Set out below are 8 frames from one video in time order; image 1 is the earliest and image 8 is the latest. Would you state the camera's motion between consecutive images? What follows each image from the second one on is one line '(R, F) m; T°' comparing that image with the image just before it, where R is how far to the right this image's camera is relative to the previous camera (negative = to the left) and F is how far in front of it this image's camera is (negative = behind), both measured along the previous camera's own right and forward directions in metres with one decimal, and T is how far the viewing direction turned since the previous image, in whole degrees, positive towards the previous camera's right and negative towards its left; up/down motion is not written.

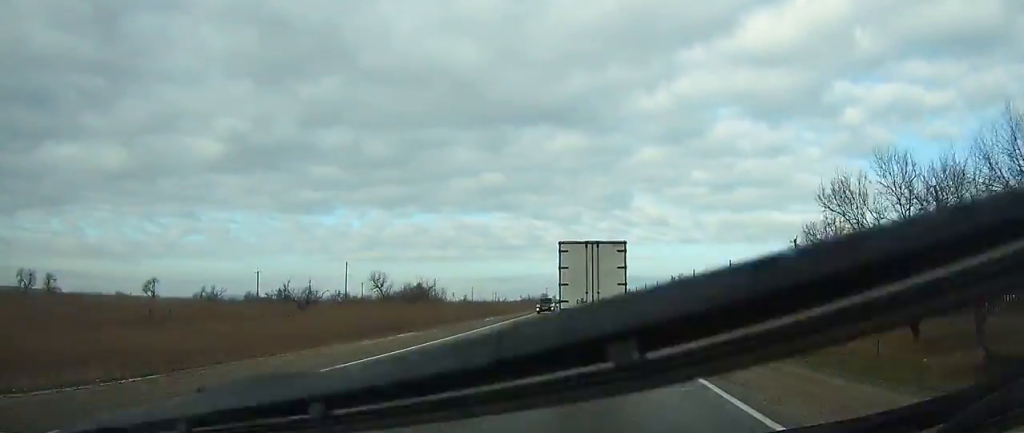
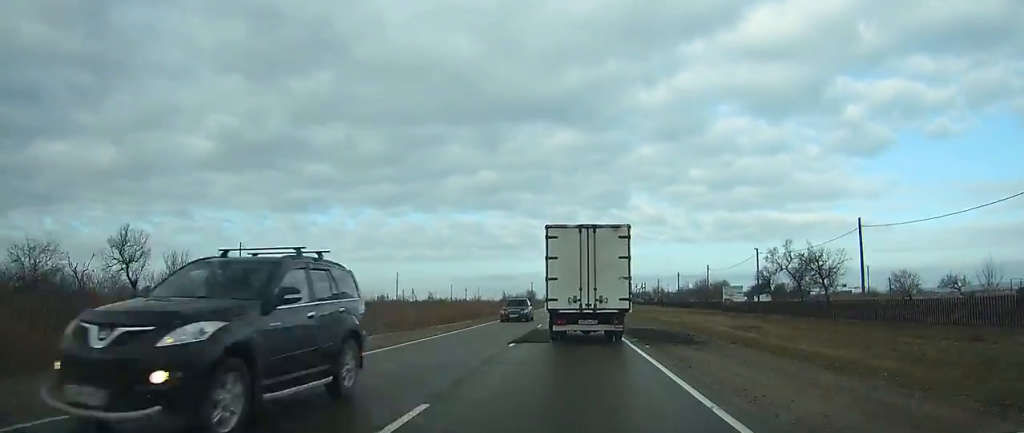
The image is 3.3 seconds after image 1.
(+0.5, +74.5) m; +1°
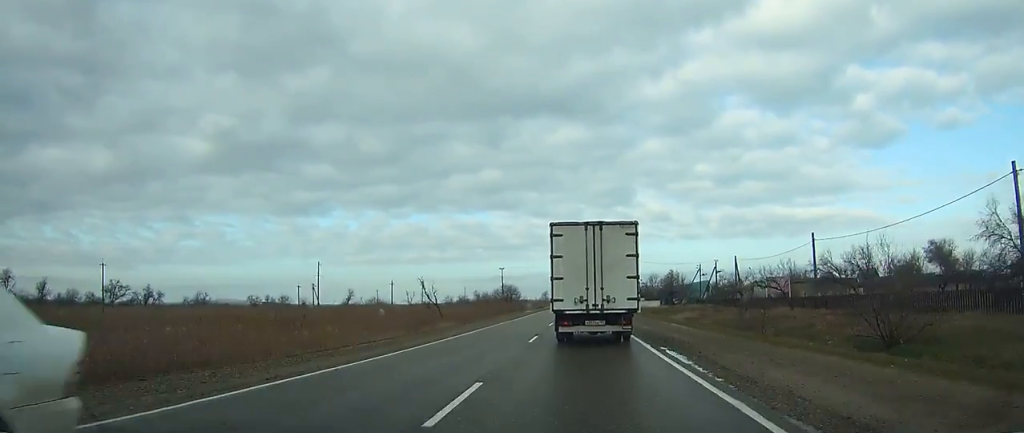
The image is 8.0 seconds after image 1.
(-0.2, +107.3) m; 0°
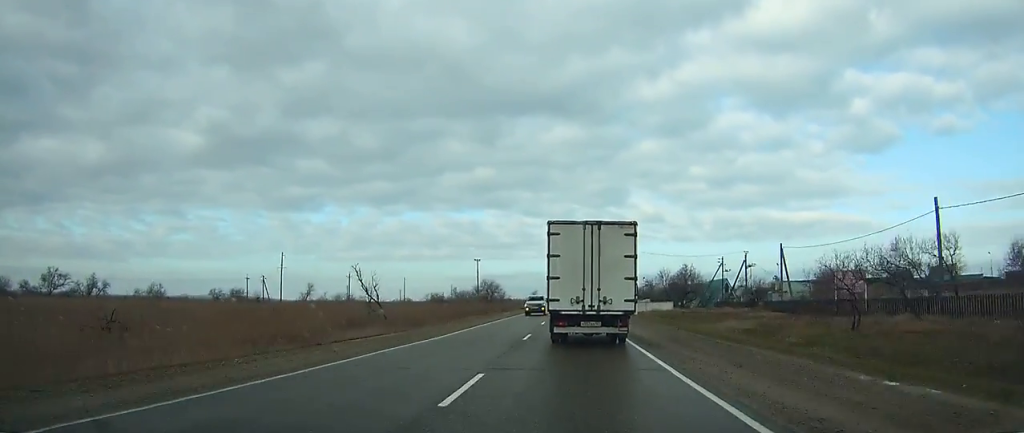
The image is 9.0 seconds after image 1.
(+0.1, +22.6) m; 0°
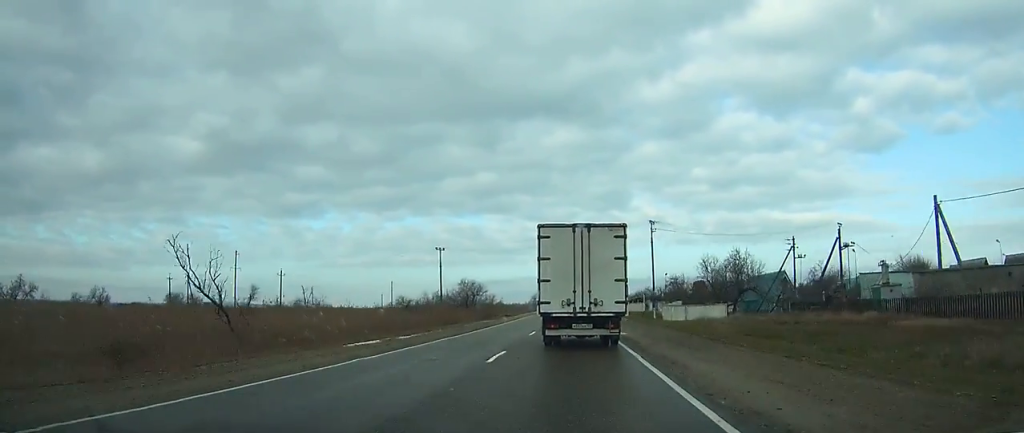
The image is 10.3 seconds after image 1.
(+0.1, +30.2) m; 0°
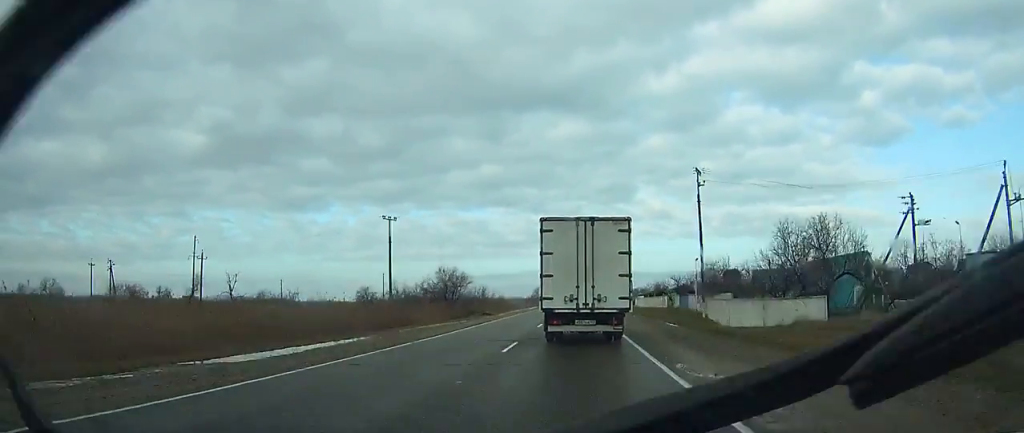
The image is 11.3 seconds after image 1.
(-0.1, +22.4) m; 0°
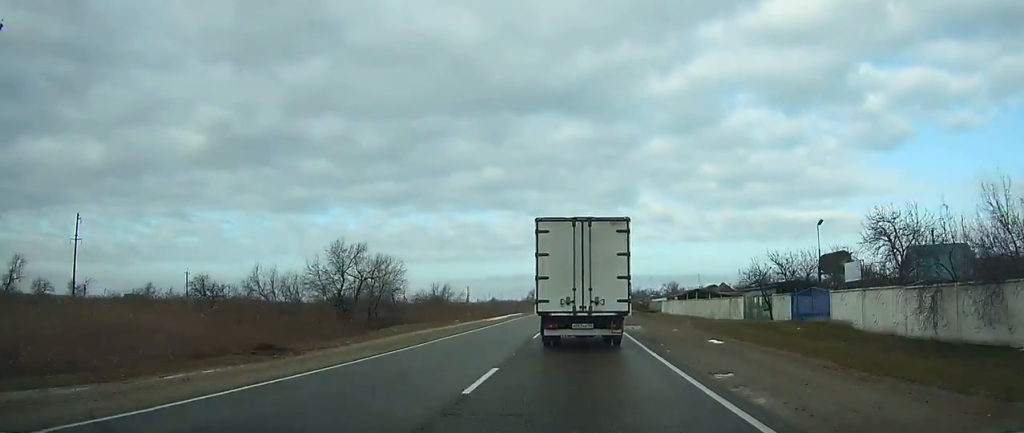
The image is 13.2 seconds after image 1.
(0.0, +41.7) m; 0°
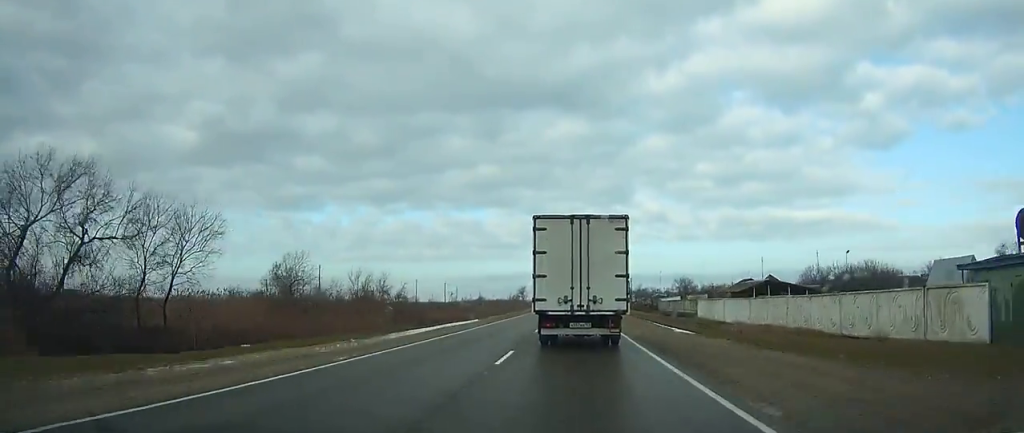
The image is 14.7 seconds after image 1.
(0.0, +32.5) m; 0°
